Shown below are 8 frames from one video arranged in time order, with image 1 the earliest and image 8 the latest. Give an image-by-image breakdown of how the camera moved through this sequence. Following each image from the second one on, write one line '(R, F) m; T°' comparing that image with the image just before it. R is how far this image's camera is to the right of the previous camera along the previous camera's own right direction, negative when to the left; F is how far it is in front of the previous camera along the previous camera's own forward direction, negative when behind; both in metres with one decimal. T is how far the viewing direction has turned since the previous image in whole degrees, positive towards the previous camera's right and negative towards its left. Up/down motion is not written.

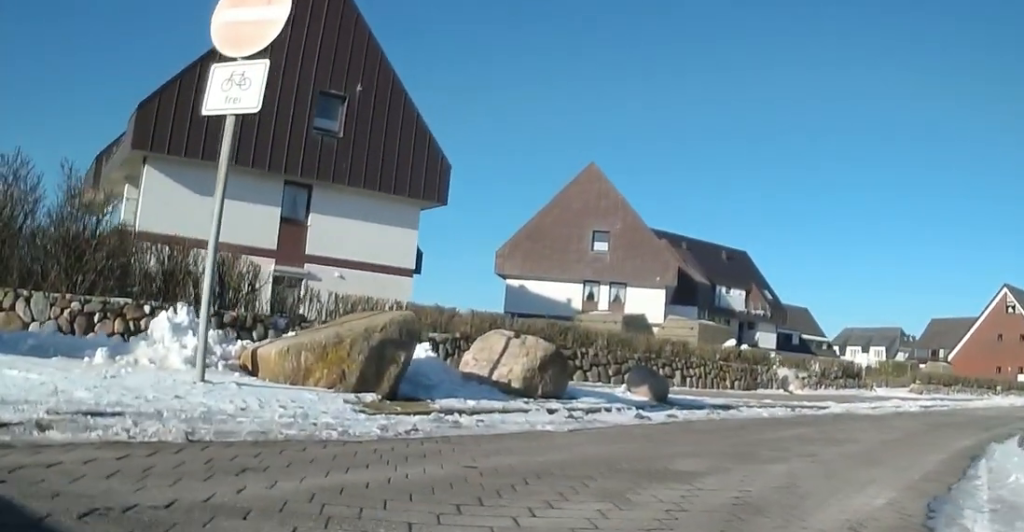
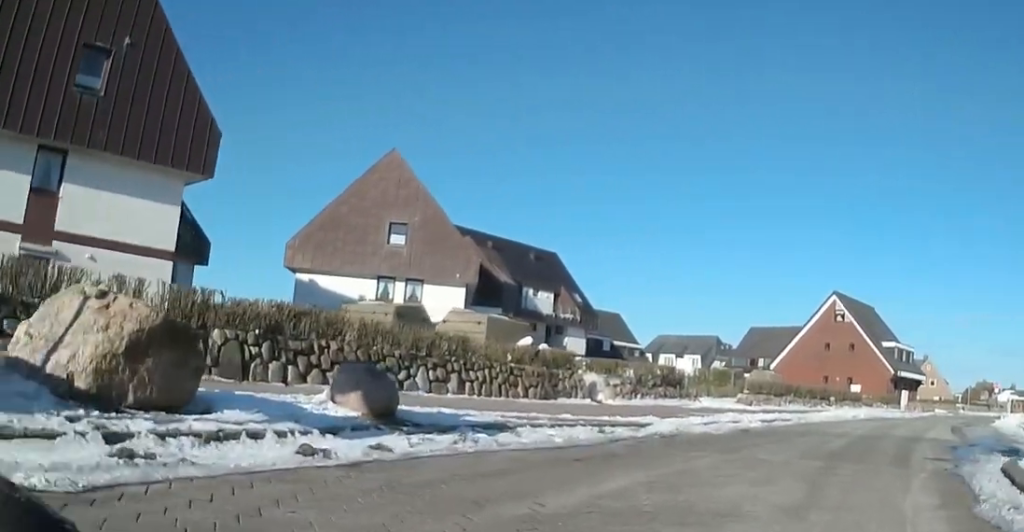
(-0.2, +2.1) m; -14°
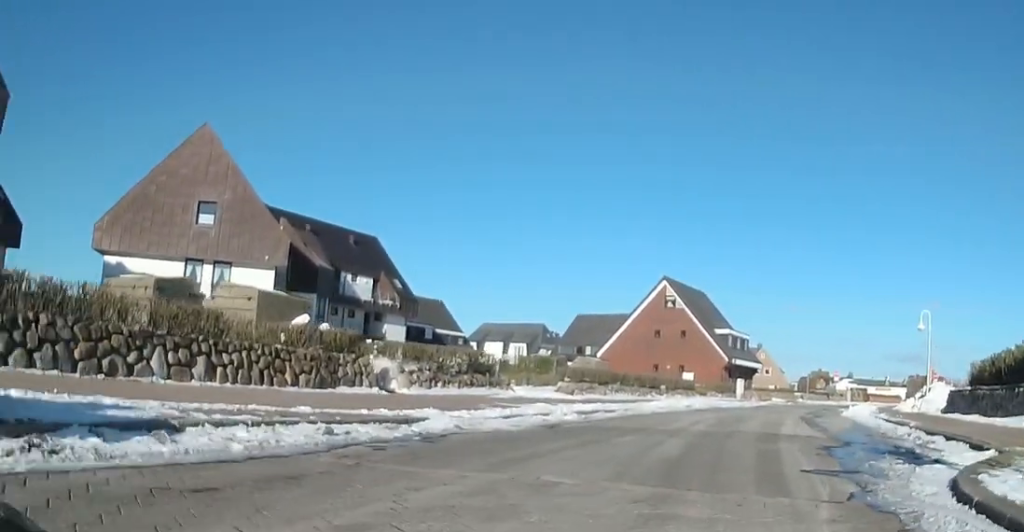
(-0.1, +1.2) m; -9°
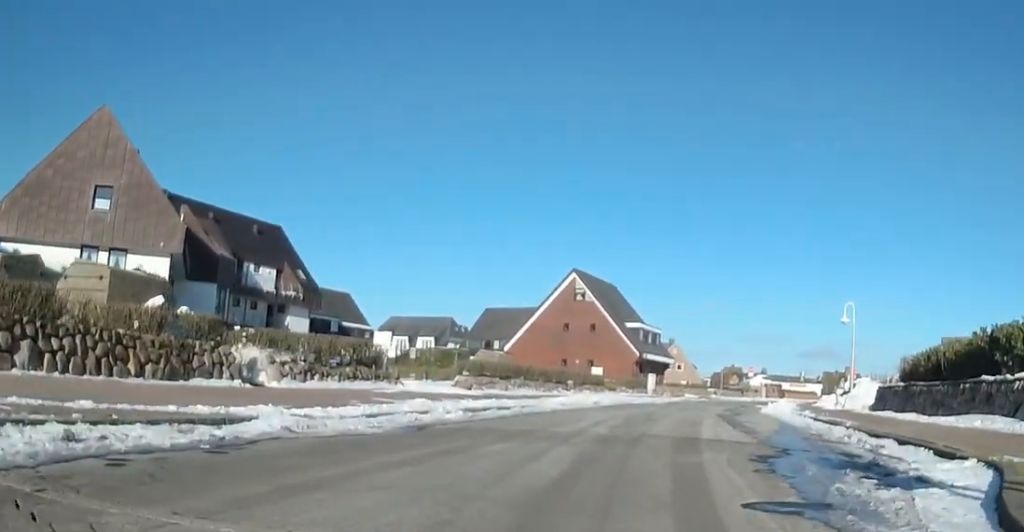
(-0.1, +0.9) m; -3°
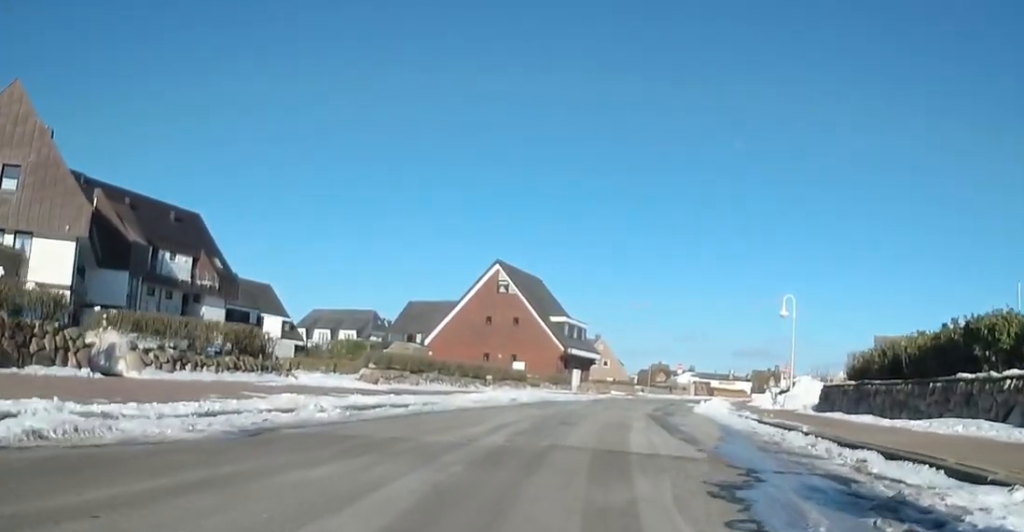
(0.0, +1.0) m; -1°
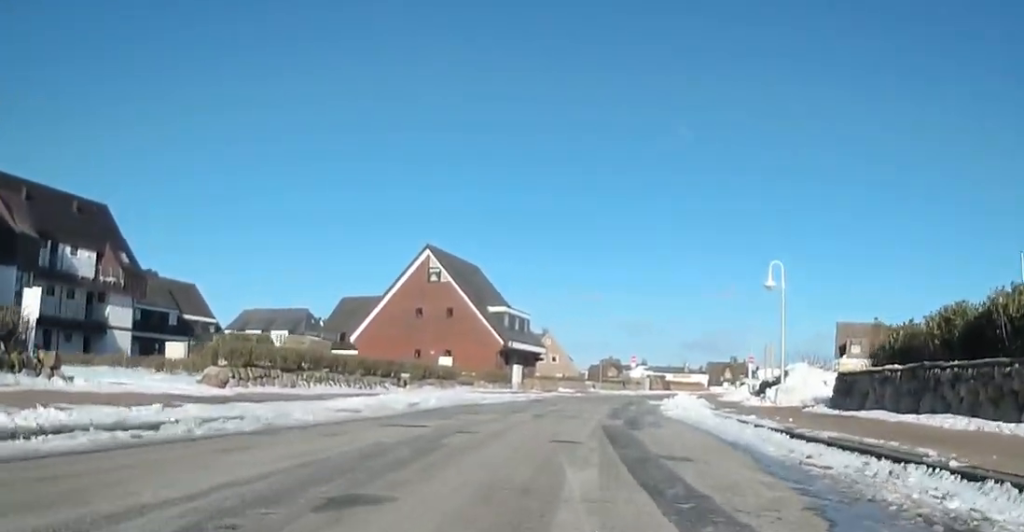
(+0.1, +3.2) m; +9°
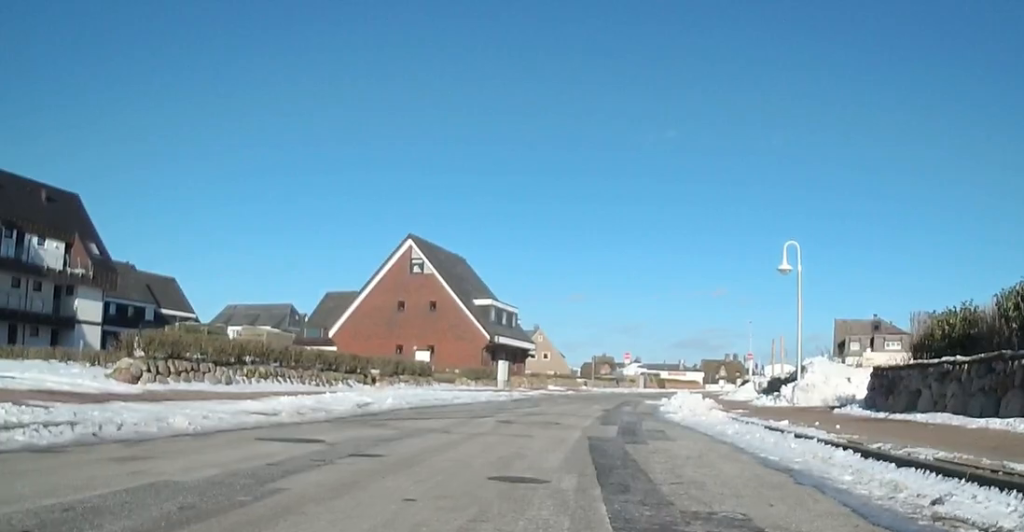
(+0.2, +1.8) m; +5°
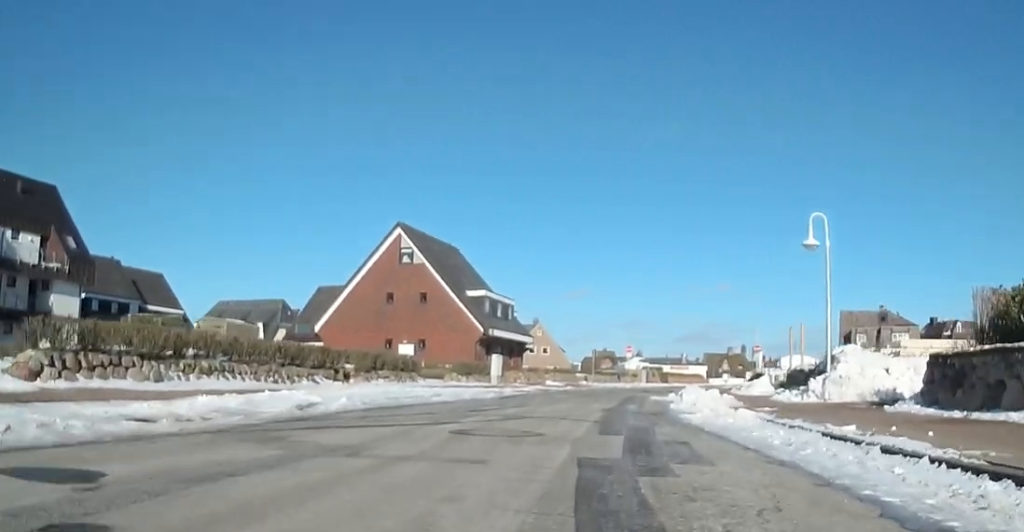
(+0.1, +2.1) m; +4°
